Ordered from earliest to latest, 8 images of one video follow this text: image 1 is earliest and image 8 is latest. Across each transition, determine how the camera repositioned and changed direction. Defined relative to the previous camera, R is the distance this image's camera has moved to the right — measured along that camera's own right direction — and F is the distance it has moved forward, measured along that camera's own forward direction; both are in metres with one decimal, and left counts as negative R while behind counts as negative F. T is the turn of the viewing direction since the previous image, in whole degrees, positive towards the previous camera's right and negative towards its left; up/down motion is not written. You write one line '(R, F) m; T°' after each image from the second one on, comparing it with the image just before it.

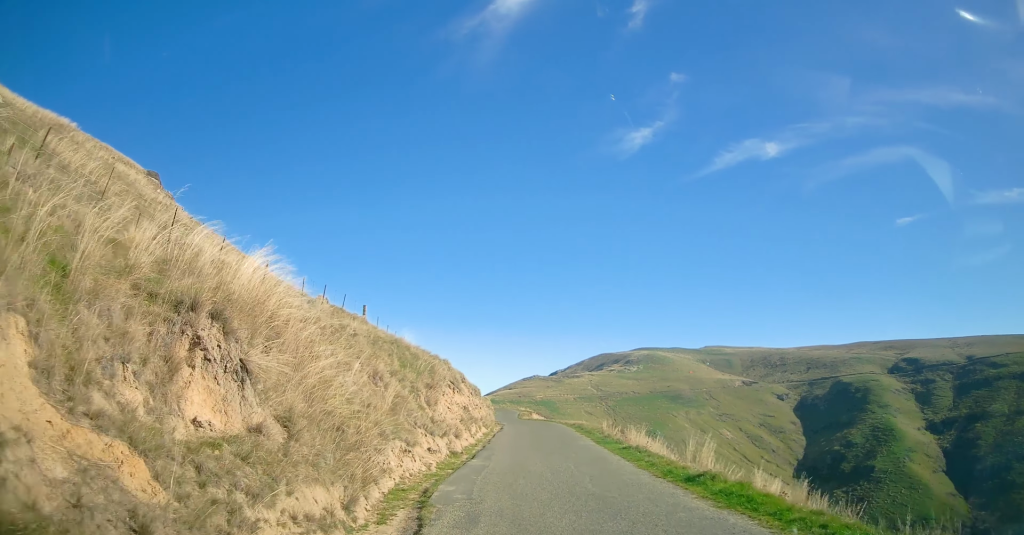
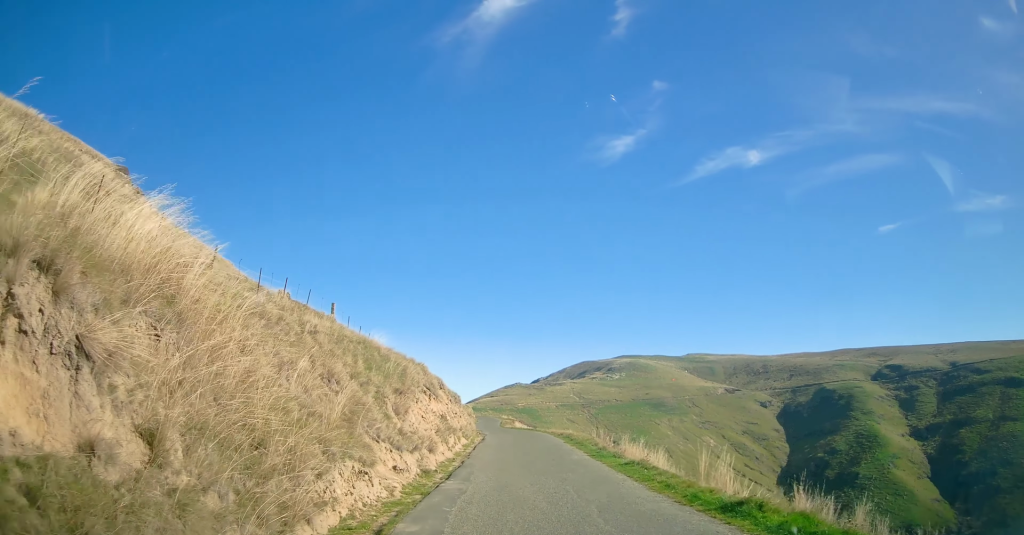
(+0.1, +2.8) m; 0°
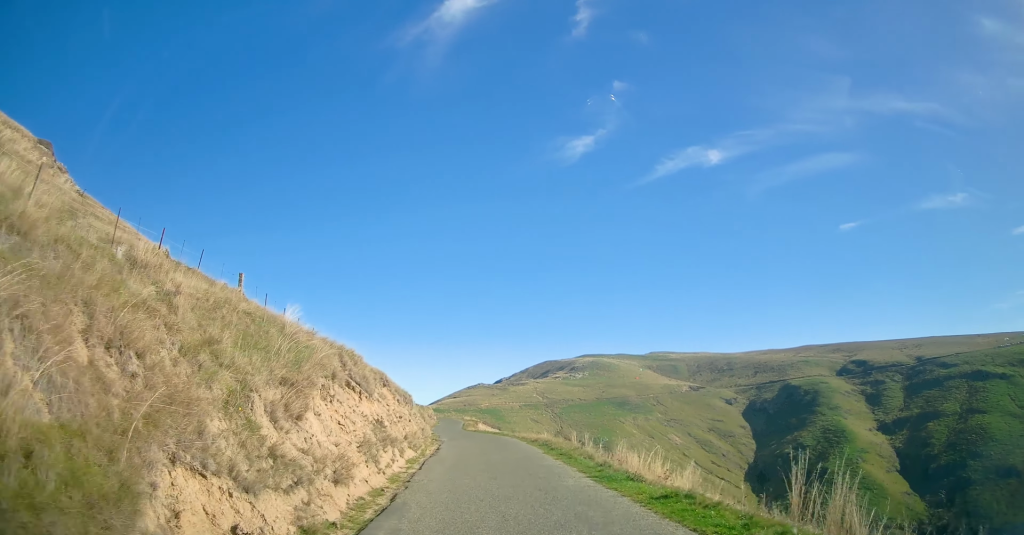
(-0.1, +6.3) m; +4°
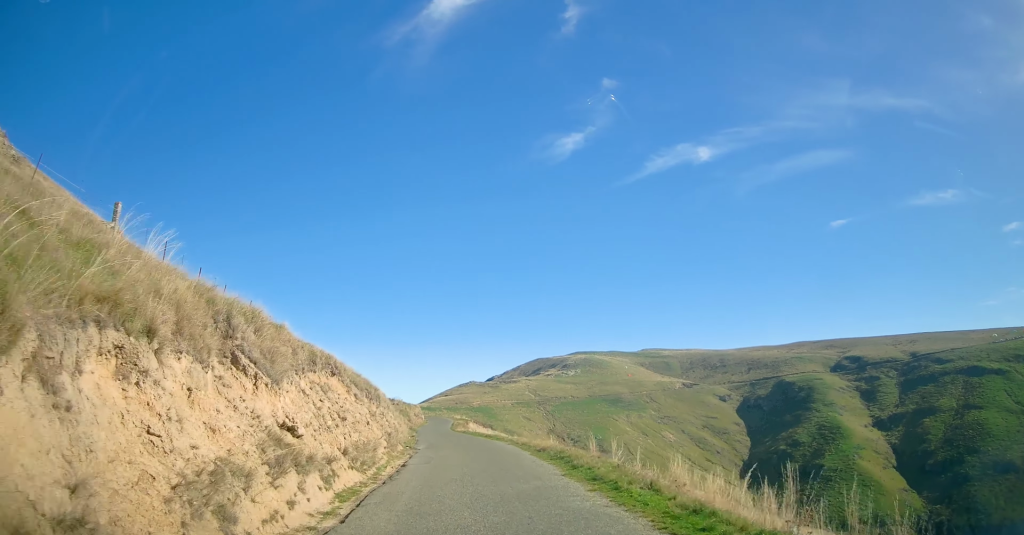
(+0.4, +6.5) m; +4°
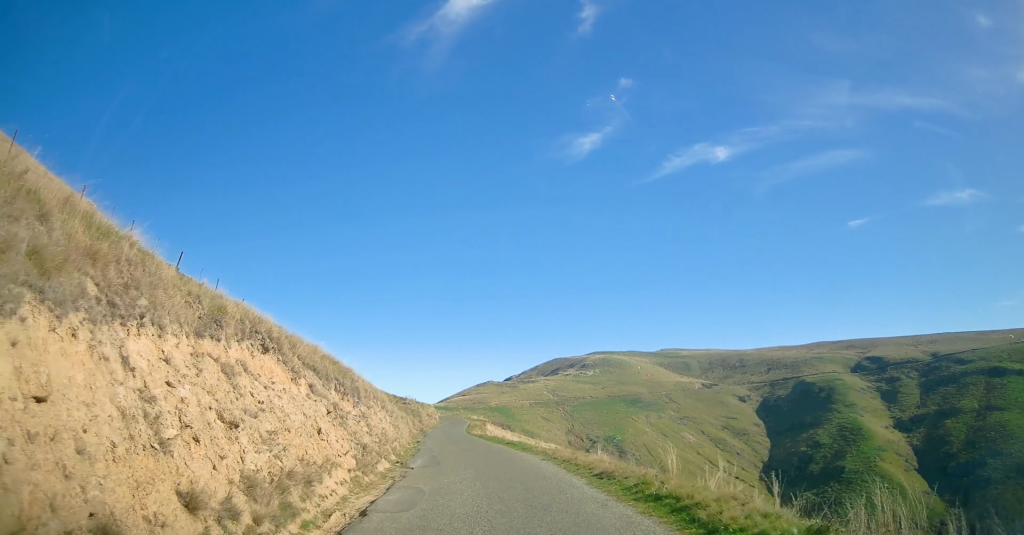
(+0.1, +6.7) m; -1°
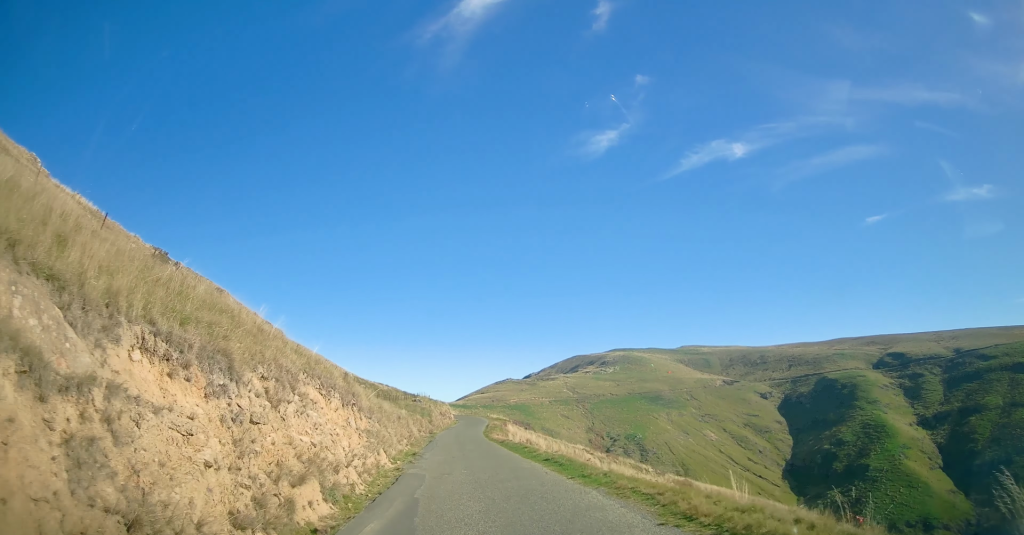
(-0.3, +9.3) m; -2°
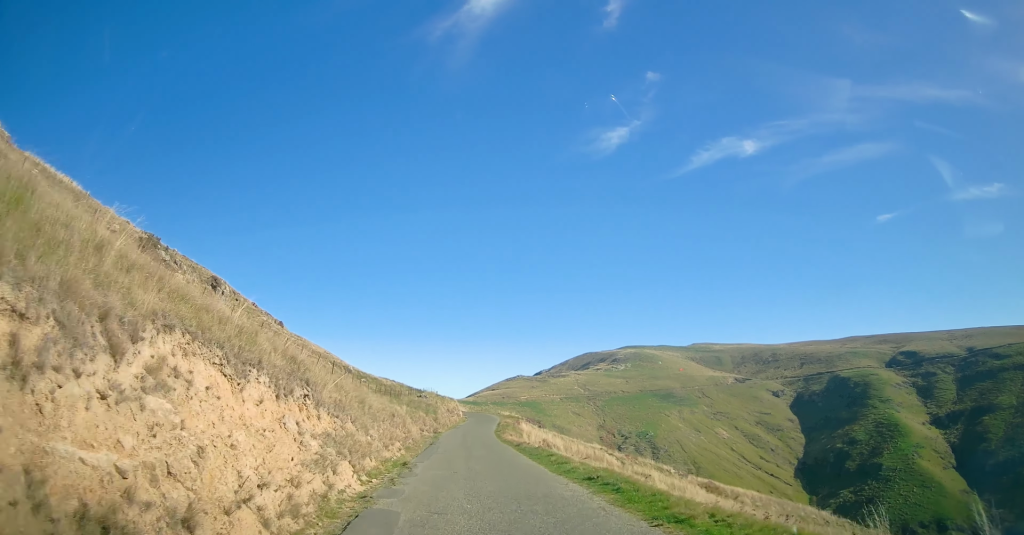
(-0.3, +5.3) m; 0°
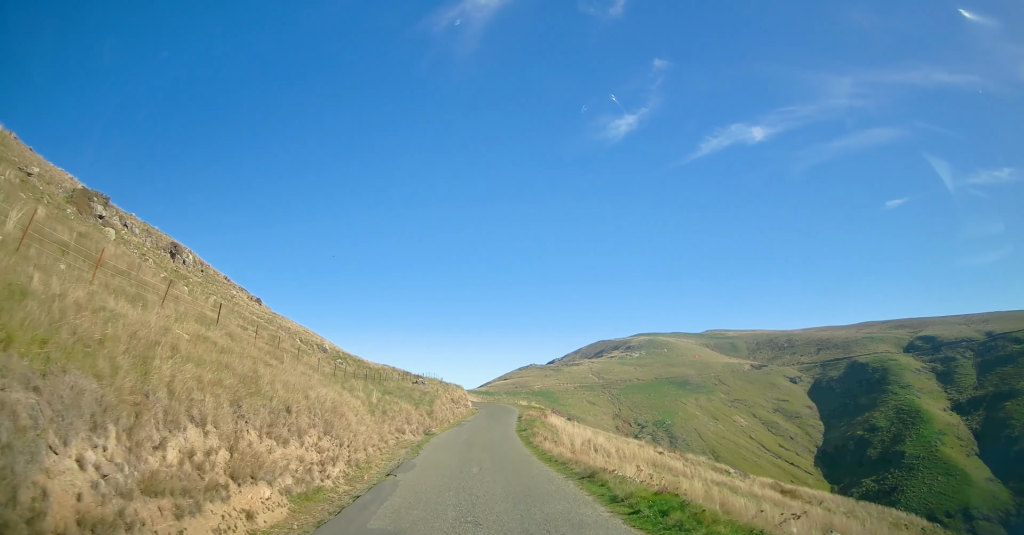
(+0.2, +15.3) m; -2°
